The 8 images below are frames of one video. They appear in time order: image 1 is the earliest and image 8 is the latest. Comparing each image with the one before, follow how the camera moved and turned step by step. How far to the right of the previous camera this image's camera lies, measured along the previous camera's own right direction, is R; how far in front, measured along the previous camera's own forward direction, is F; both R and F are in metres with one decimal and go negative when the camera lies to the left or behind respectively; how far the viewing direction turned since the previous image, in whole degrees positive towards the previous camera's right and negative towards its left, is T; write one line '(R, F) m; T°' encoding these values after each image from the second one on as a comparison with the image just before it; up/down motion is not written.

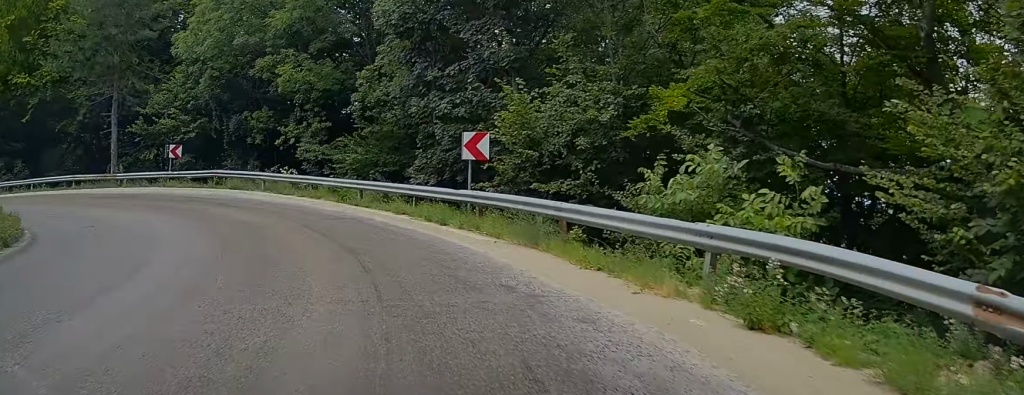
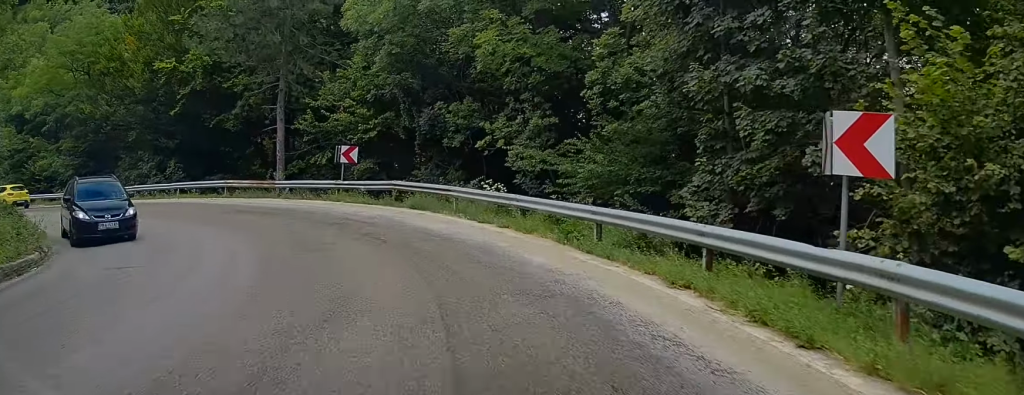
(-1.4, +9.7) m; -15°
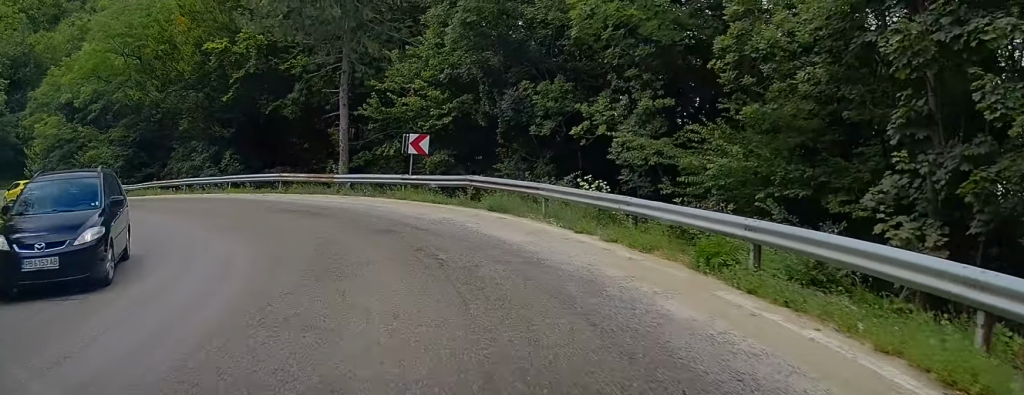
(-0.2, +4.4) m; -7°
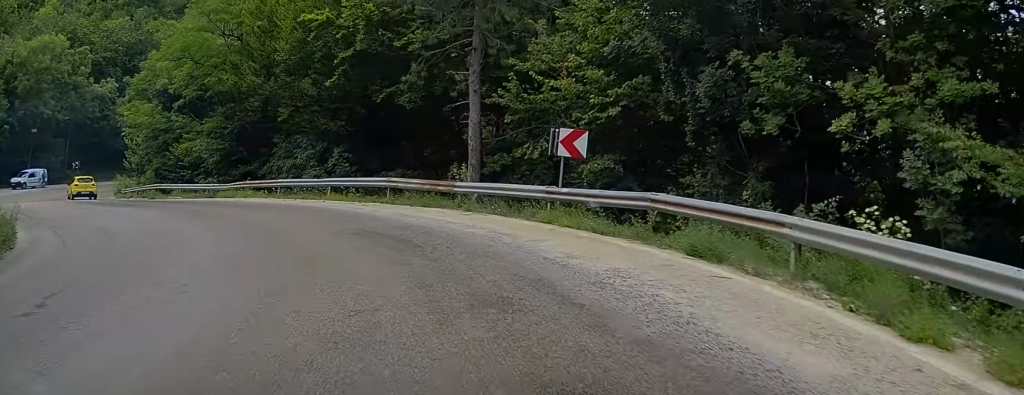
(-0.7, +7.4) m; -12°
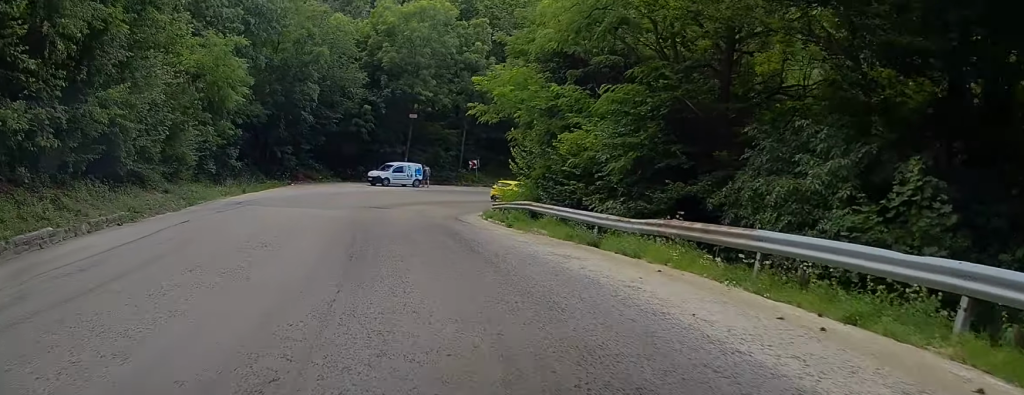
(-5.2, +20.9) m; -24°
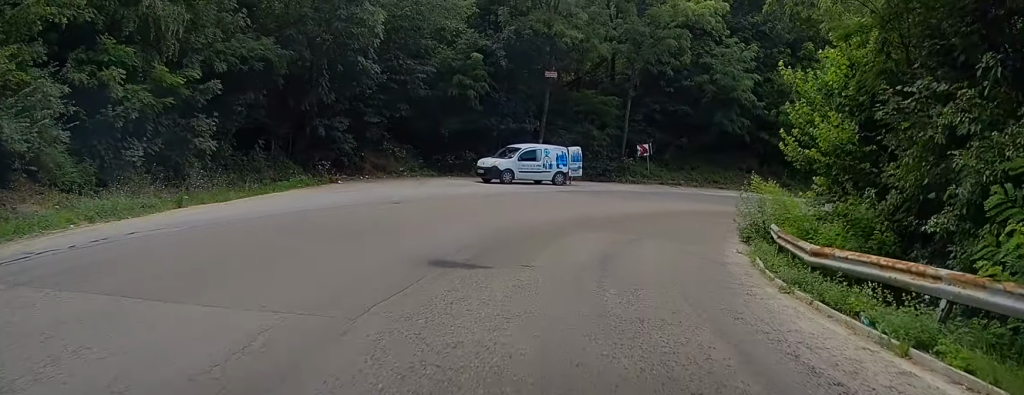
(-3.1, +22.7) m; -2°
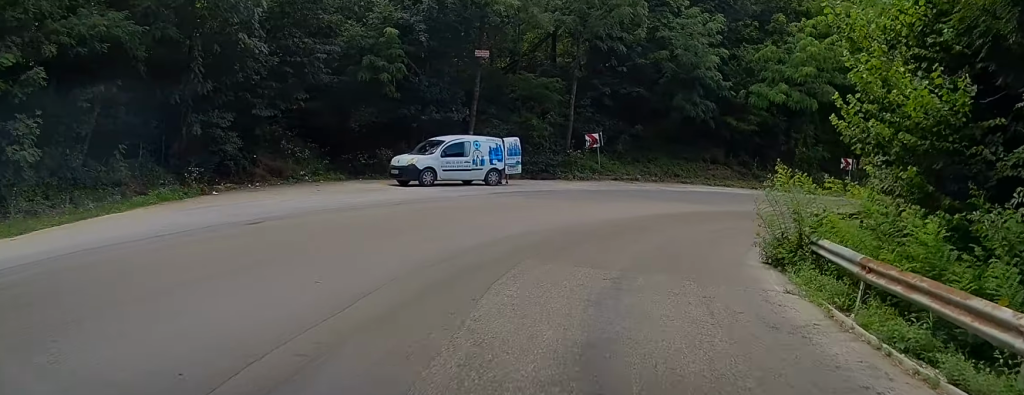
(+0.5, +6.4) m; +6°
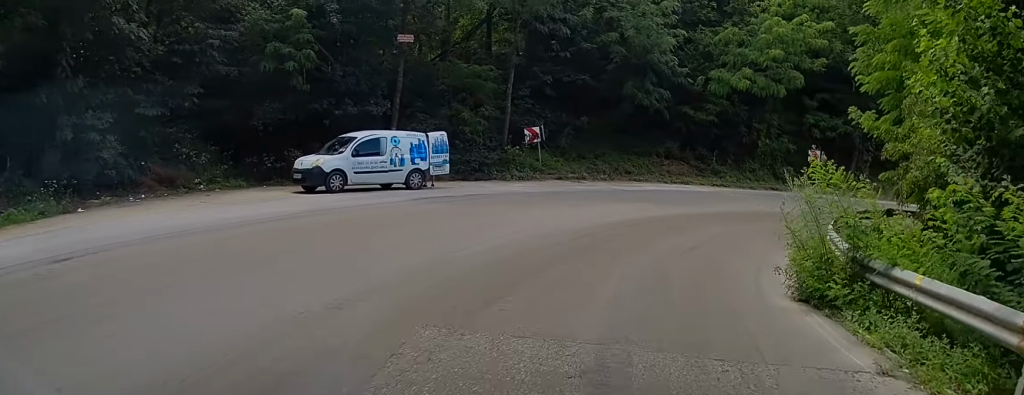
(+0.5, +4.4) m; +4°
